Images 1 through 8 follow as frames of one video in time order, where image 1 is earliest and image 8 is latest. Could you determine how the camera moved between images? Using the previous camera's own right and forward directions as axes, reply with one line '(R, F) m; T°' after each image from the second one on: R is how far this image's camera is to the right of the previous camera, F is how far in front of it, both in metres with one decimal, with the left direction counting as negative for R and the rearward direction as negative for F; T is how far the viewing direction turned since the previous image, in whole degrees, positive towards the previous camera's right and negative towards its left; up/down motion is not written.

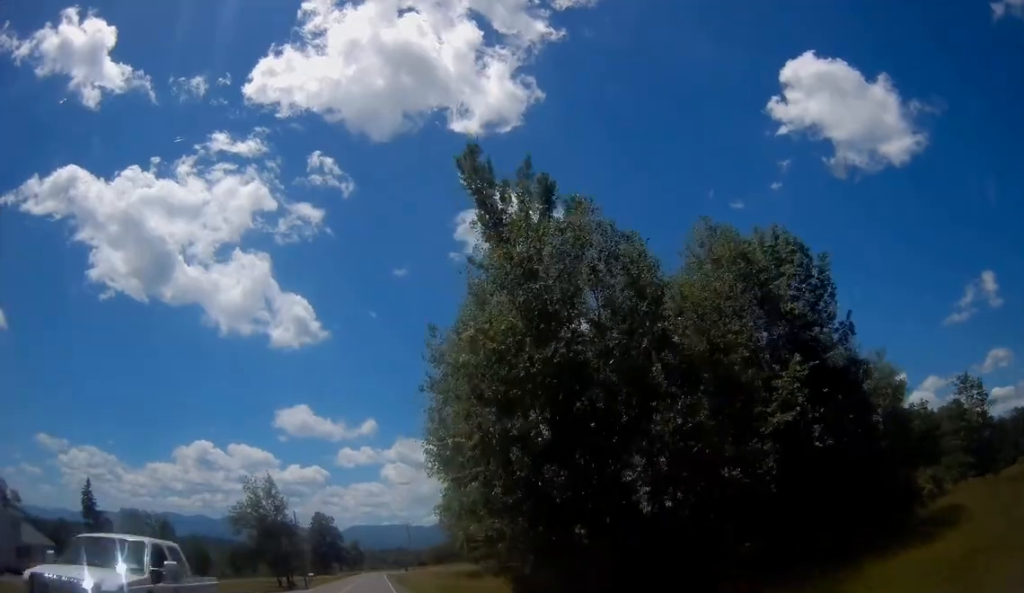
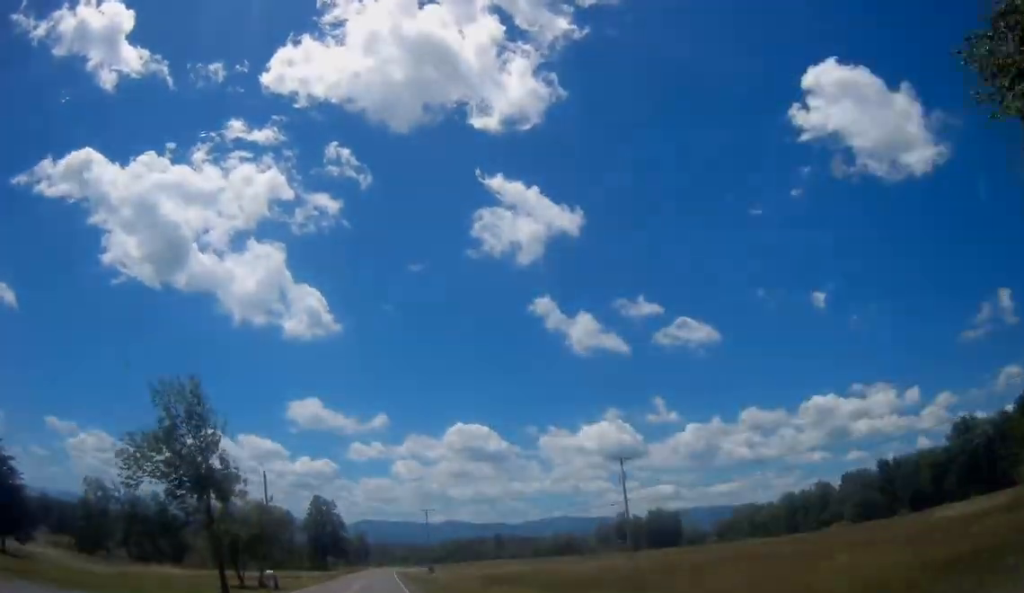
(-0.6, +27.6) m; -1°
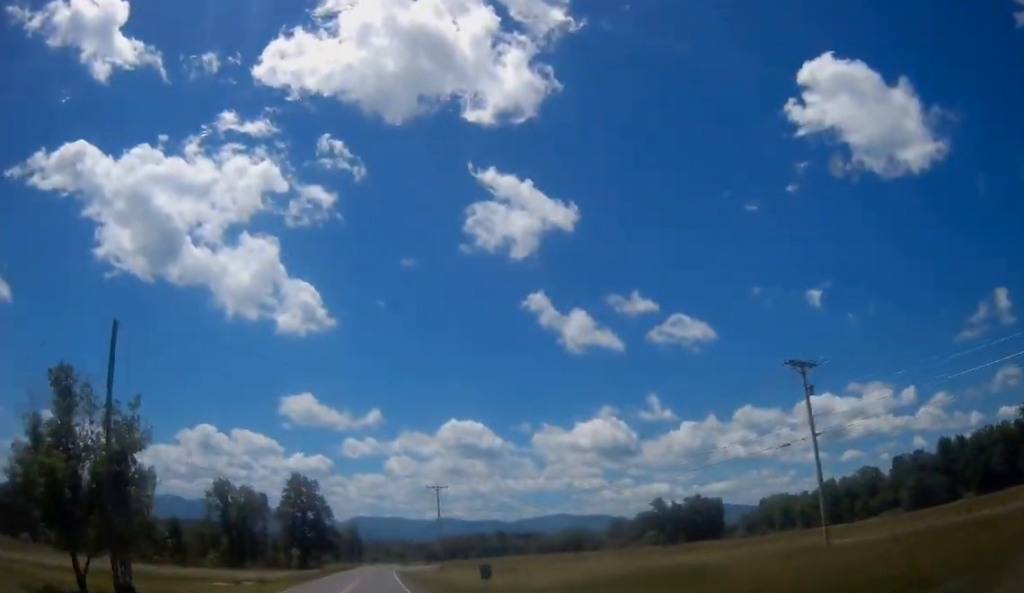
(+0.3, +31.2) m; +1°
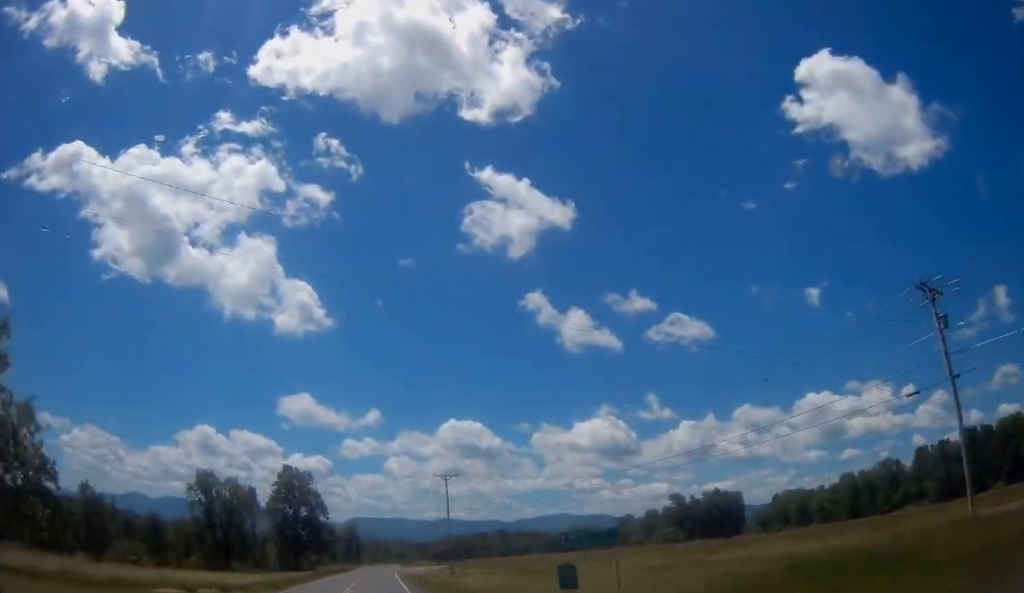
(+0.1, +11.3) m; 0°
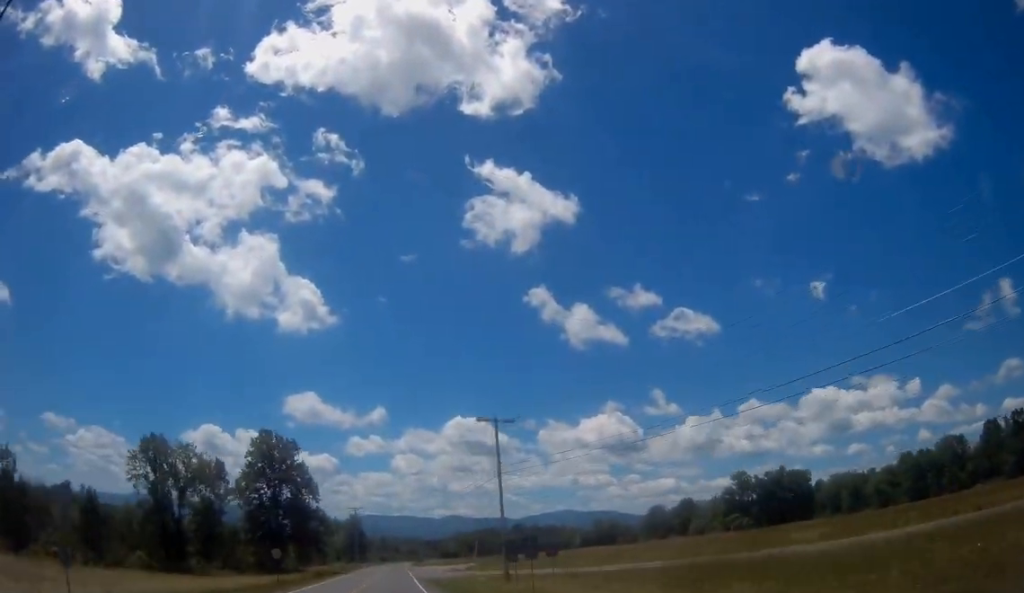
(-0.2, +28.3) m; +1°
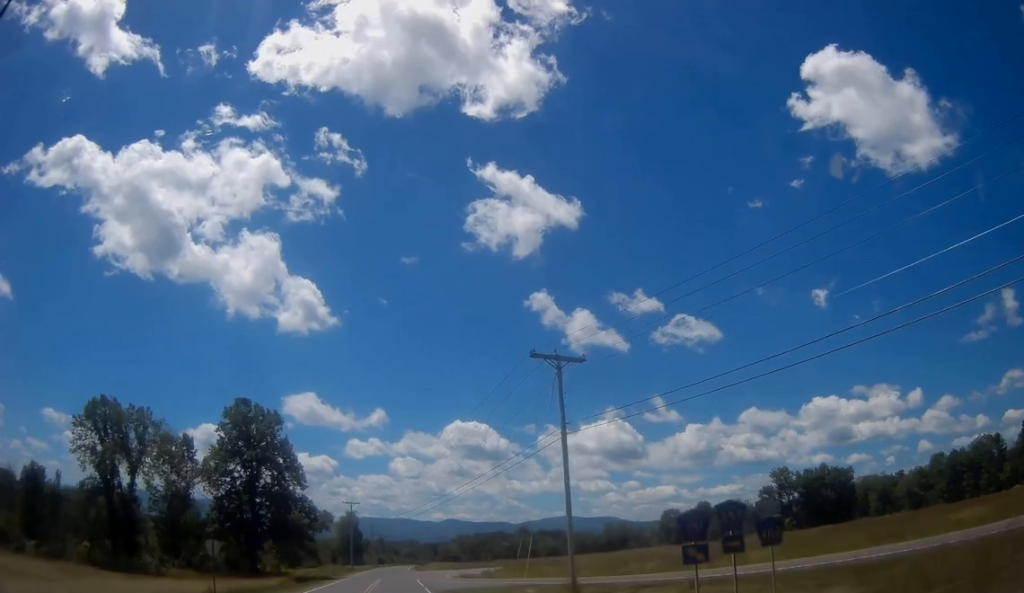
(+0.1, +15.8) m; +1°
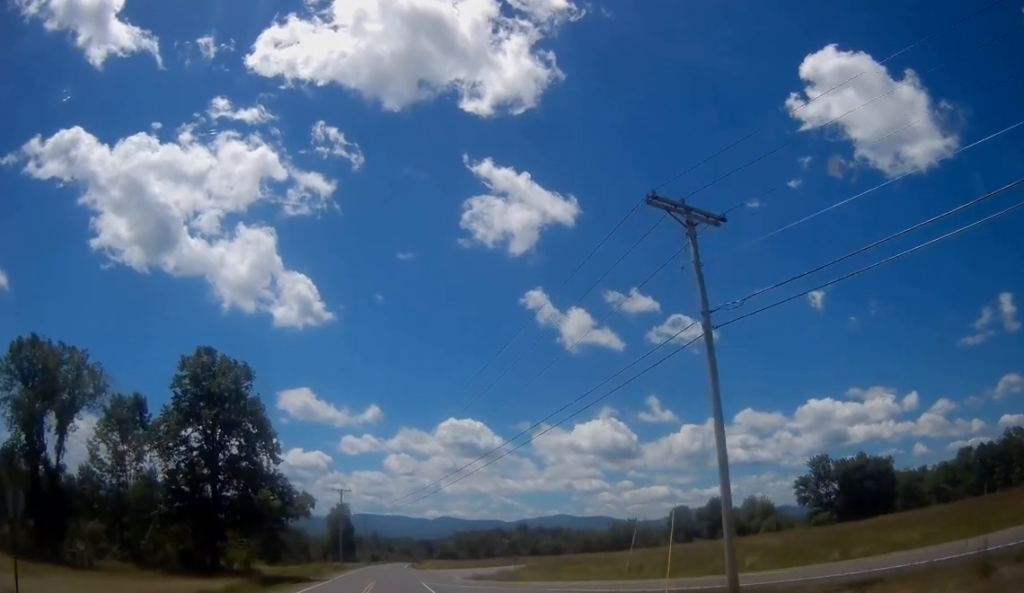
(+0.1, +14.4) m; +1°
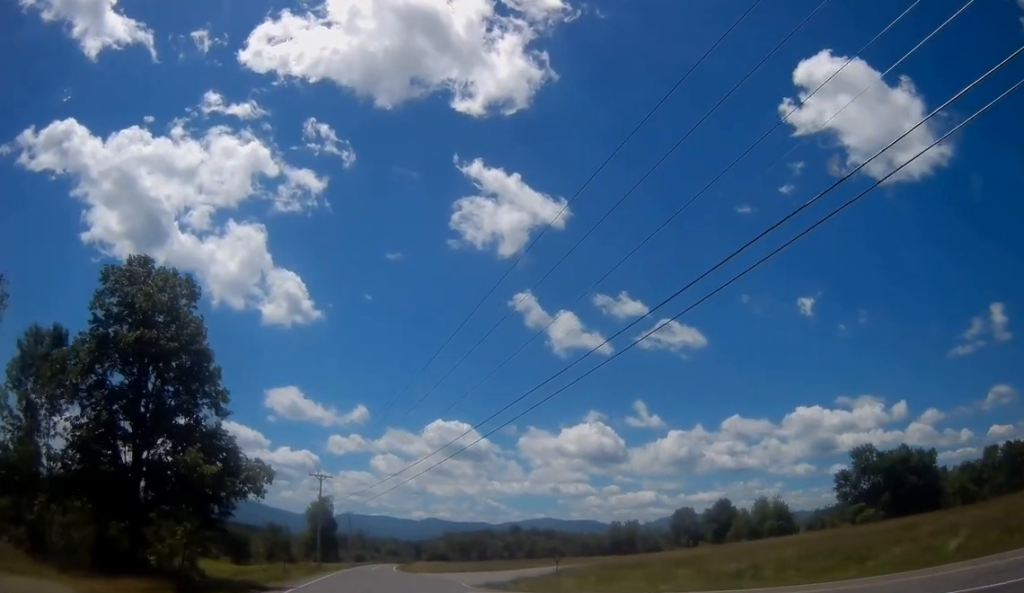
(0.0, +15.1) m; +2°
